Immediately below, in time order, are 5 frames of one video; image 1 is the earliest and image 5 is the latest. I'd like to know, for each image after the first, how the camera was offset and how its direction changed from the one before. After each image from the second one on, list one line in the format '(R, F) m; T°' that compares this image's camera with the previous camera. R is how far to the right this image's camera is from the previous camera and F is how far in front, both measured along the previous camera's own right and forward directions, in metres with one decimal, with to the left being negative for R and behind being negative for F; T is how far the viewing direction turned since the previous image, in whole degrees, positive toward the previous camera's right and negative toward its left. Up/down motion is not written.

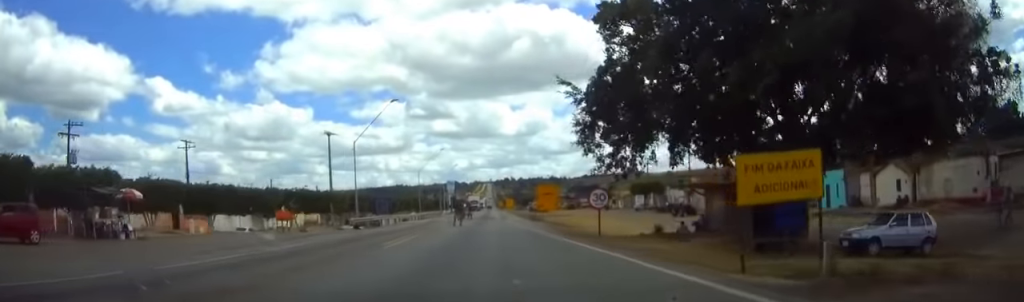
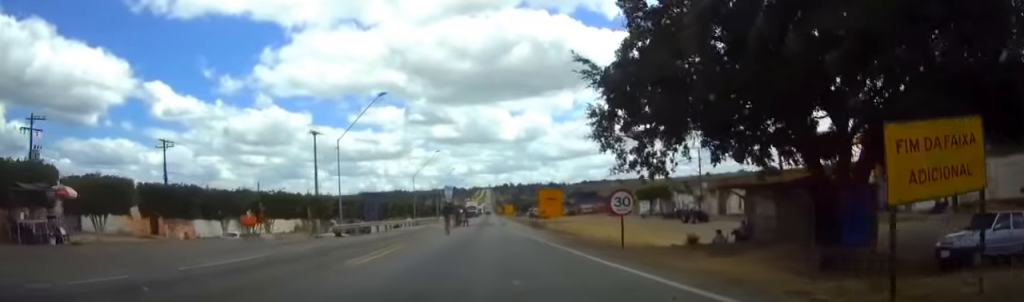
(+0.1, +5.6) m; 0°
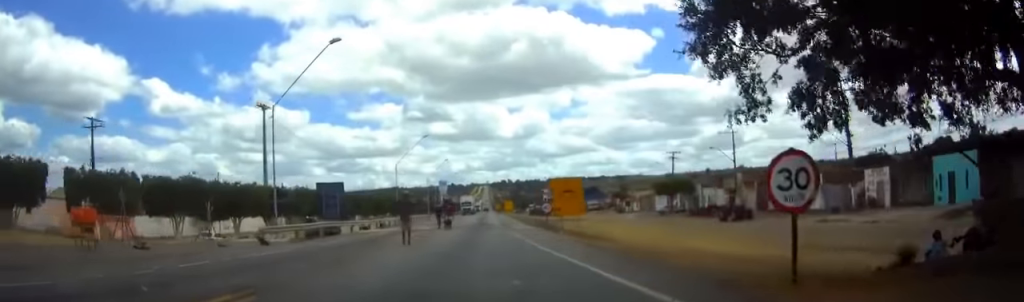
(0.0, +14.6) m; +1°
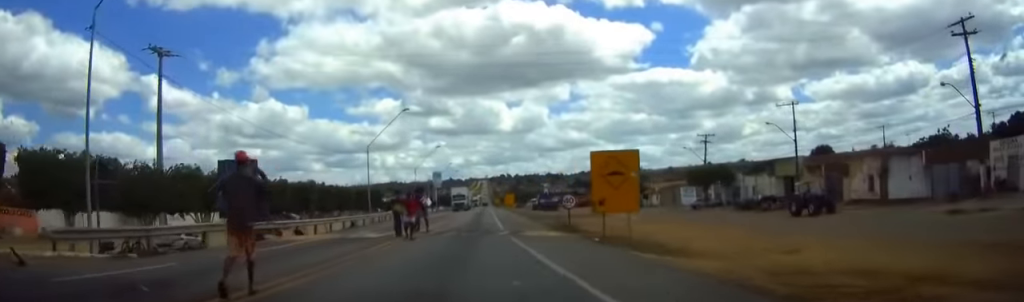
(+0.2, +17.5) m; 0°
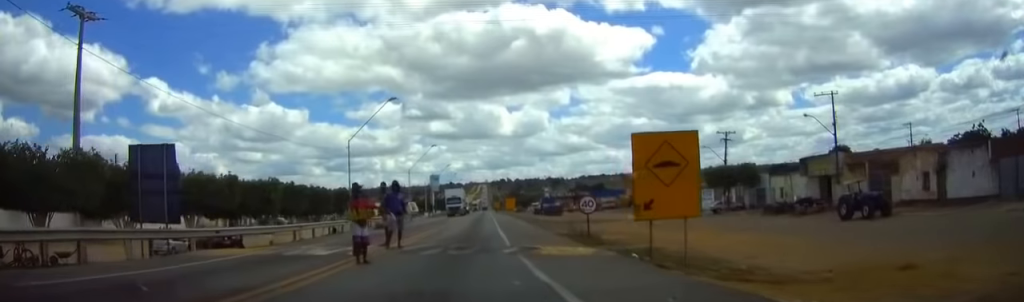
(0.0, +8.2) m; 0°
